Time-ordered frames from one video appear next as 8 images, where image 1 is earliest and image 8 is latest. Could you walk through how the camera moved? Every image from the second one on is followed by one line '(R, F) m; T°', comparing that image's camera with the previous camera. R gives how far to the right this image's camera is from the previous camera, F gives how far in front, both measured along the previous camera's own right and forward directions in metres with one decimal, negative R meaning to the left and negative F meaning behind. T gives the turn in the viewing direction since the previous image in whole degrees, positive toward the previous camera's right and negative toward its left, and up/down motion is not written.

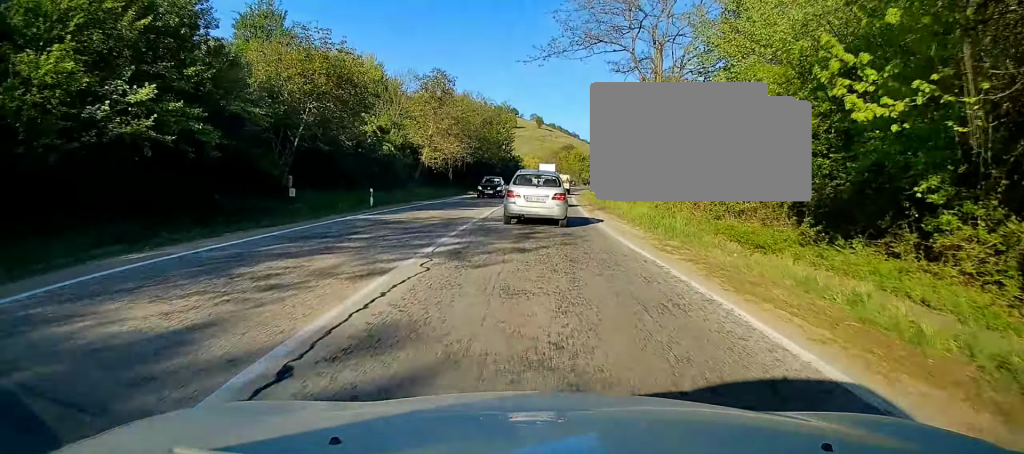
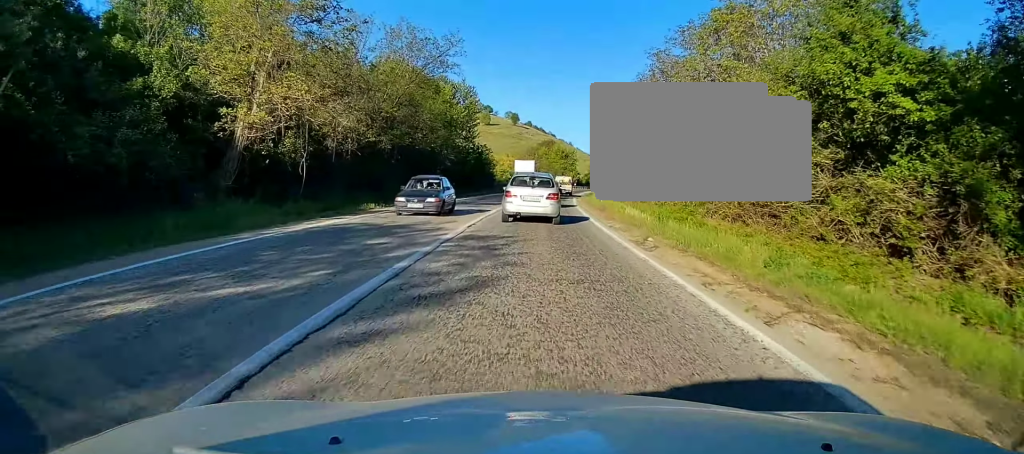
(+0.8, +32.3) m; +2°
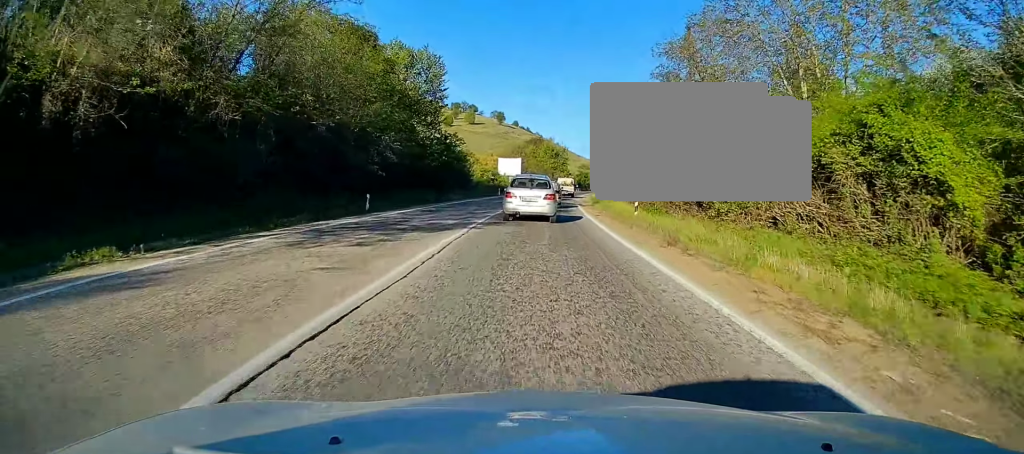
(+0.3, +18.6) m; +1°
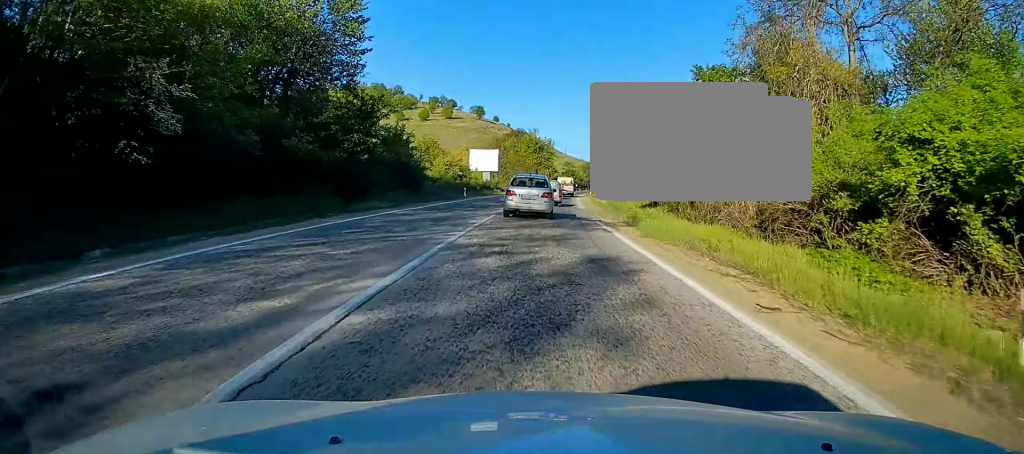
(+0.1, +22.1) m; +1°
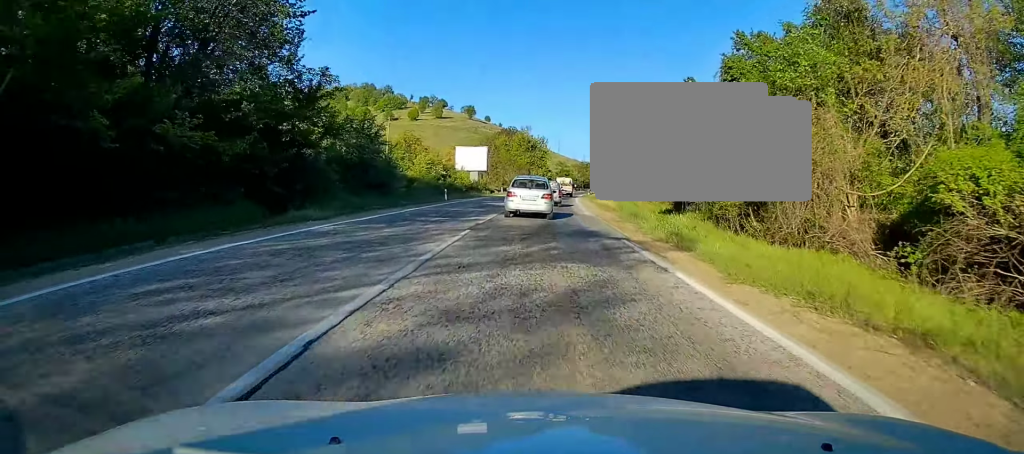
(0.0, +8.1) m; +1°
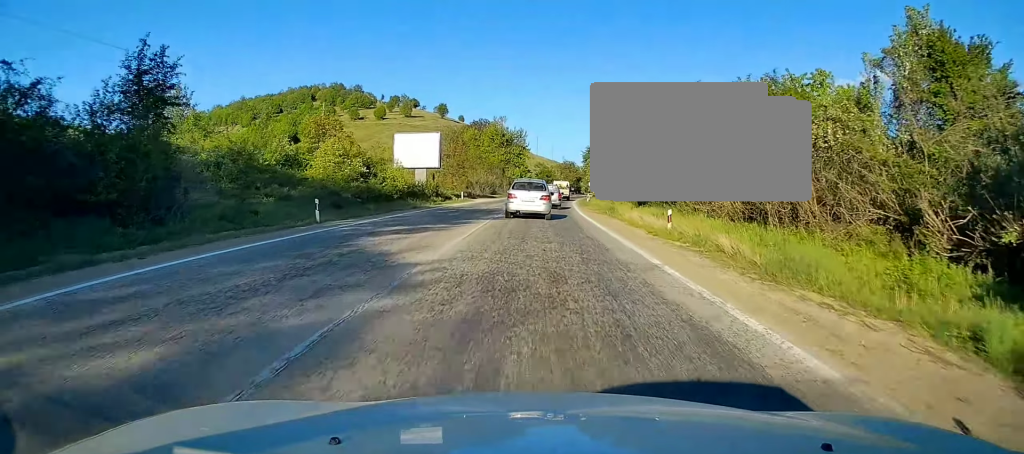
(+0.6, +25.2) m; +2°
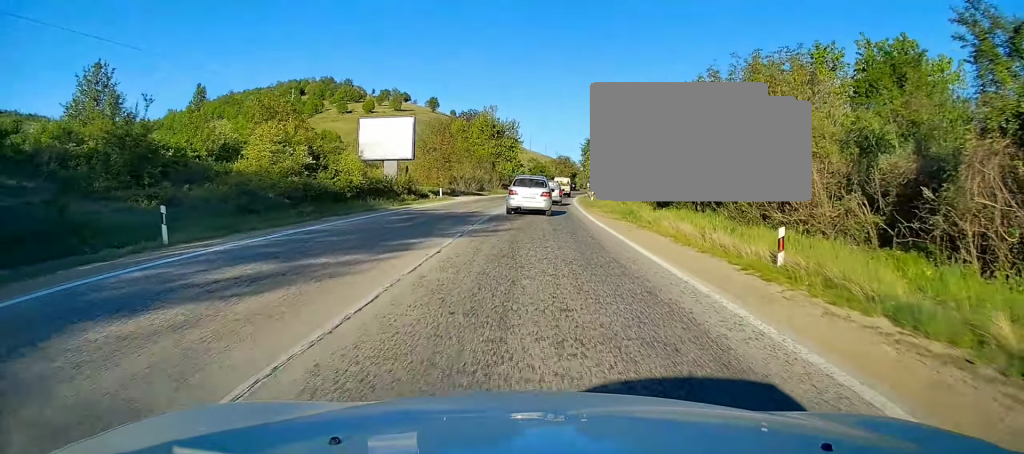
(0.0, +9.6) m; +1°
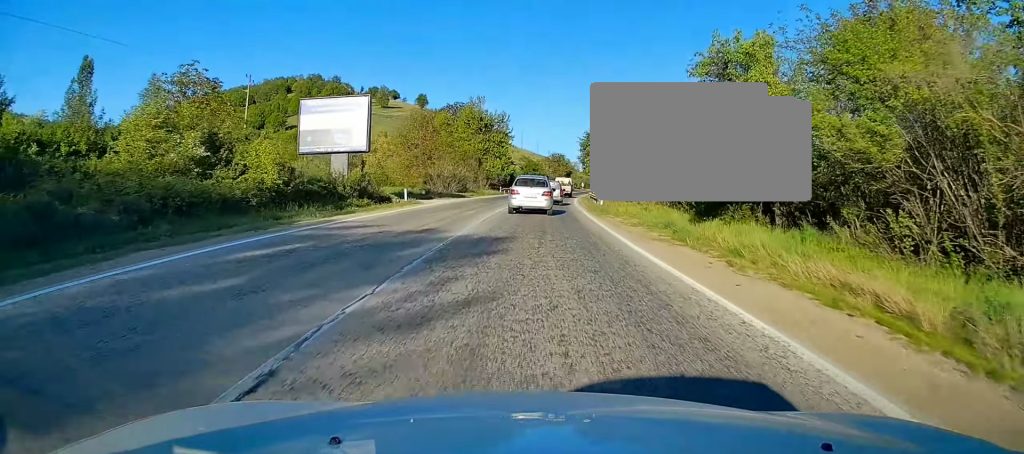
(+0.2, +10.9) m; +1°
